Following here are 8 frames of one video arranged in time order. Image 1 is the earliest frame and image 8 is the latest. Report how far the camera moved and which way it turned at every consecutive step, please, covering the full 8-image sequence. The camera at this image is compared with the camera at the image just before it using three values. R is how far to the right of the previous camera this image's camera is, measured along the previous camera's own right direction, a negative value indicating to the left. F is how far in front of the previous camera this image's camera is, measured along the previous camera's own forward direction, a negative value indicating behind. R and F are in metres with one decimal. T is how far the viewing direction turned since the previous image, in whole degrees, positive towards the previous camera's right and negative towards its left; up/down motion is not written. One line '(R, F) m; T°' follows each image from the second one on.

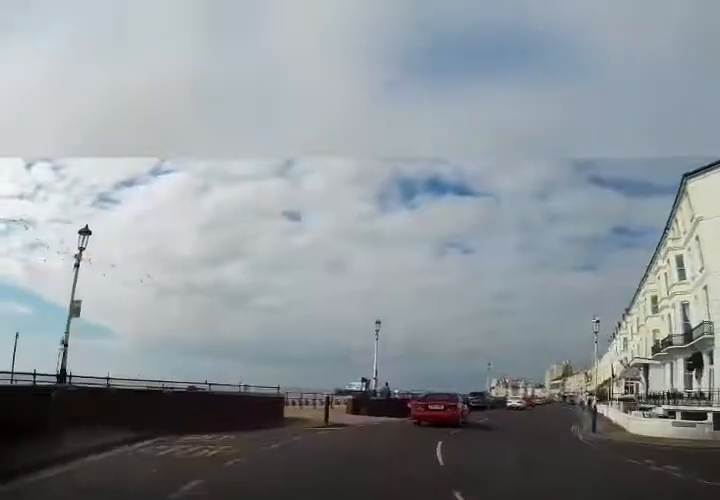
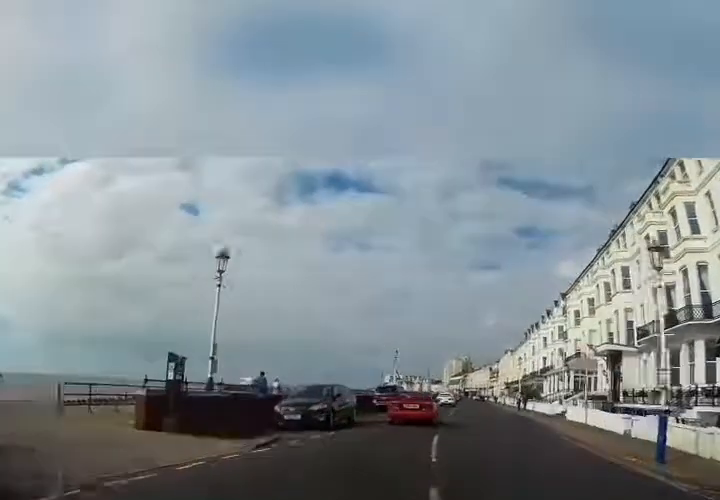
(+1.5, +11.3) m; +13°
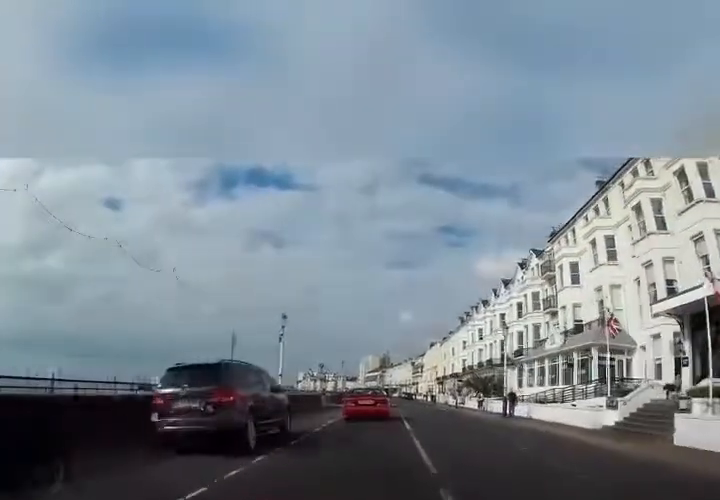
(+2.5, +18.2) m; +14°
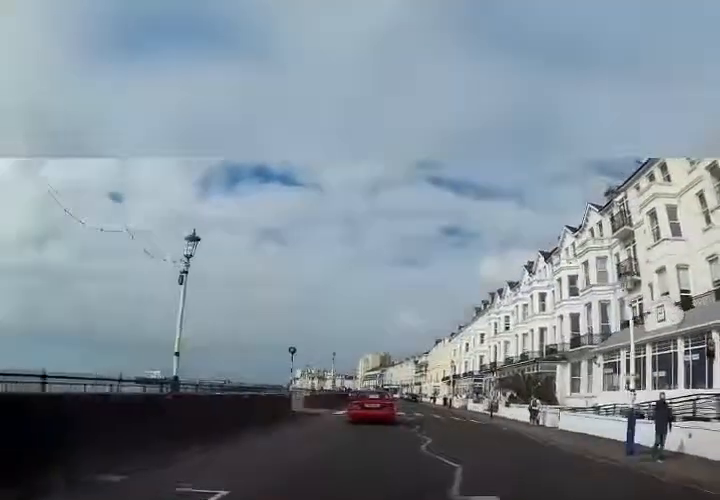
(+0.8, +13.1) m; +4°
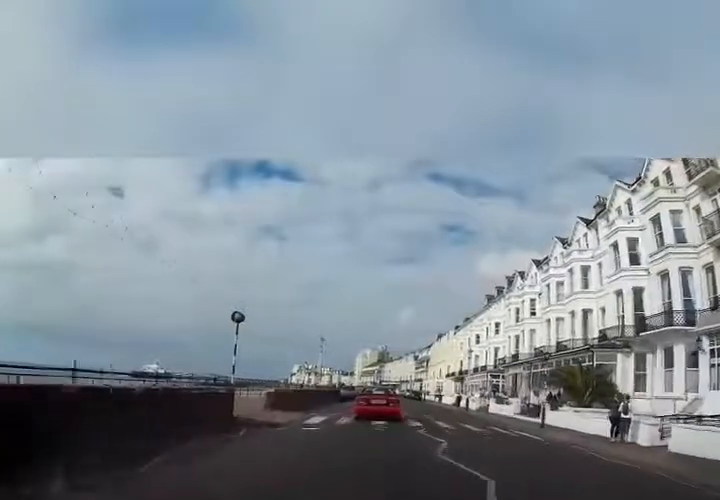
(-0.1, +9.2) m; 0°
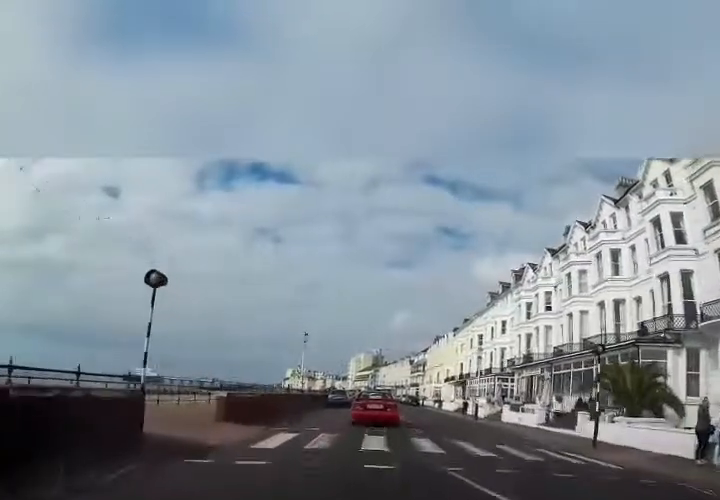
(0.0, +5.3) m; 0°
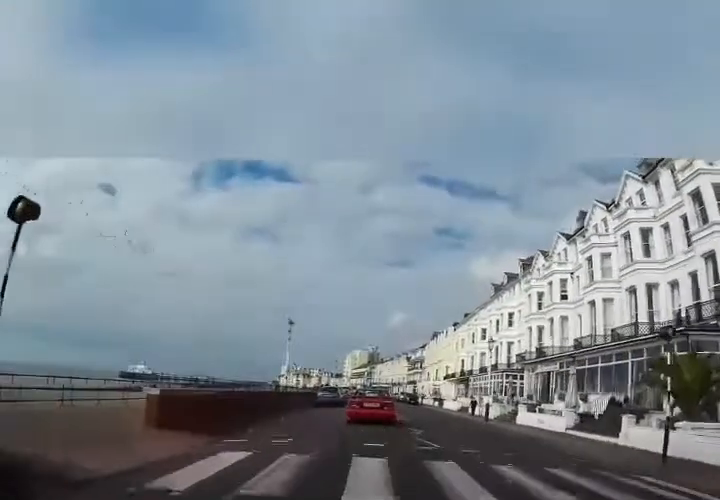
(0.0, +4.1) m; 0°
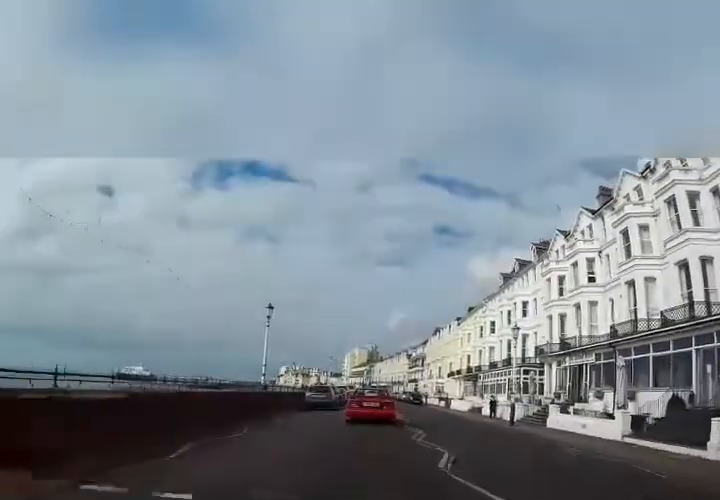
(0.0, +5.0) m; 0°
